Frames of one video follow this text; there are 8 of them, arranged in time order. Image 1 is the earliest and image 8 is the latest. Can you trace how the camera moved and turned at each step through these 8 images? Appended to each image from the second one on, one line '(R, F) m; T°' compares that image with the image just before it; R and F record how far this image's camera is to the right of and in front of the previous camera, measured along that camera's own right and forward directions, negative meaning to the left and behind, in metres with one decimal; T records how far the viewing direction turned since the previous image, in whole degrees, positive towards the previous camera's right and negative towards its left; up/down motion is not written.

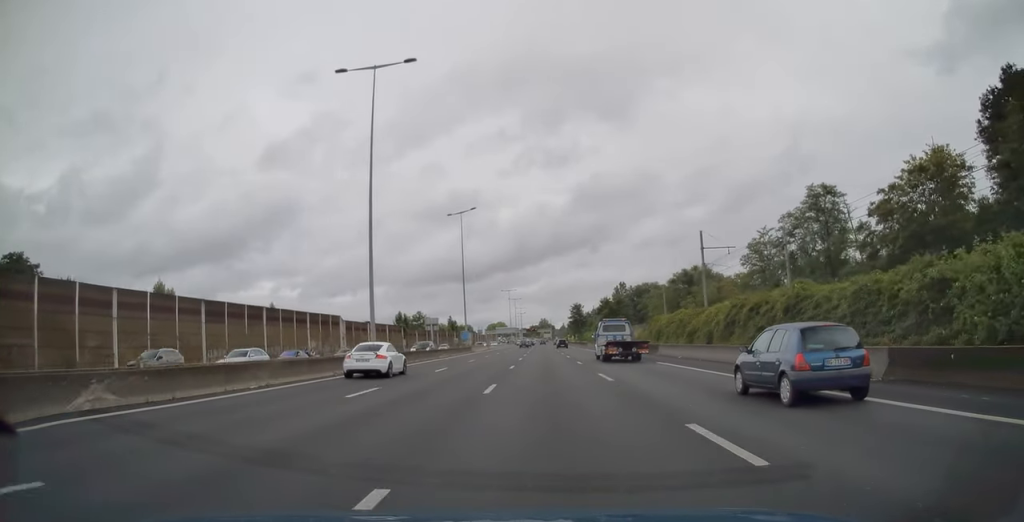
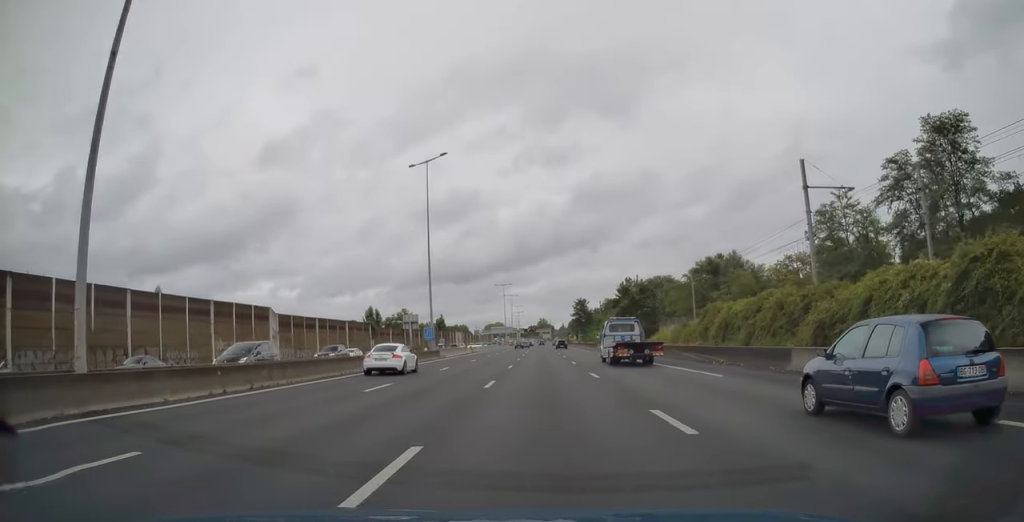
(0.0, +24.2) m; 0°
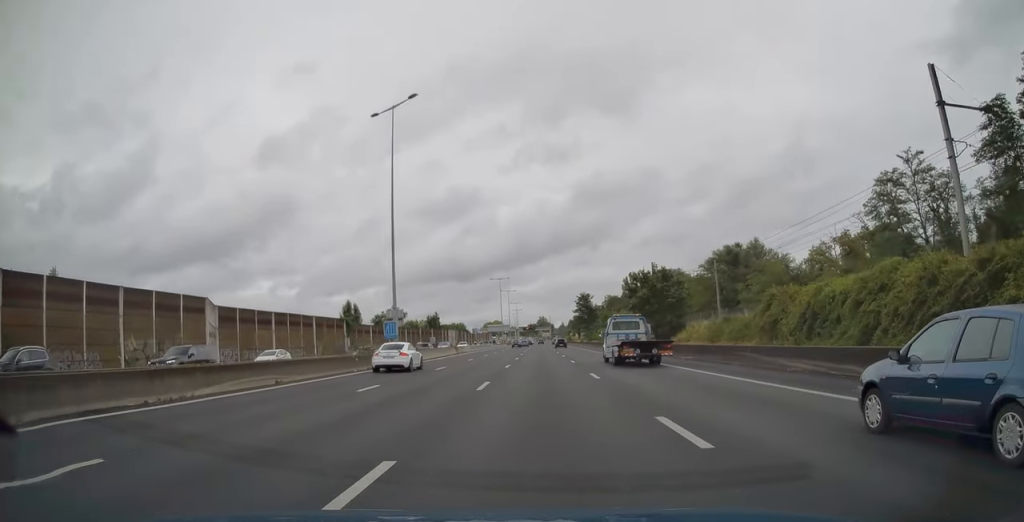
(+0.1, +13.9) m; 0°
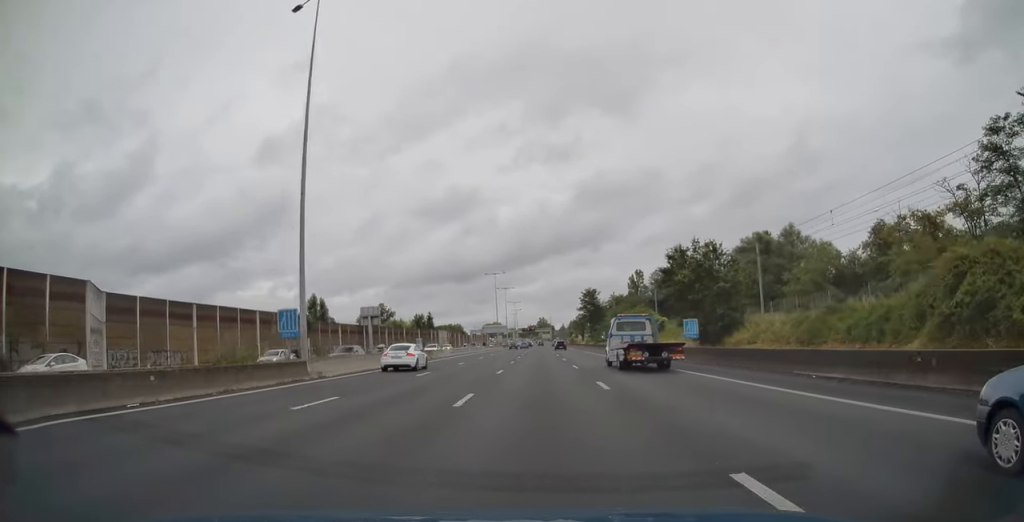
(+0.1, +17.0) m; 0°
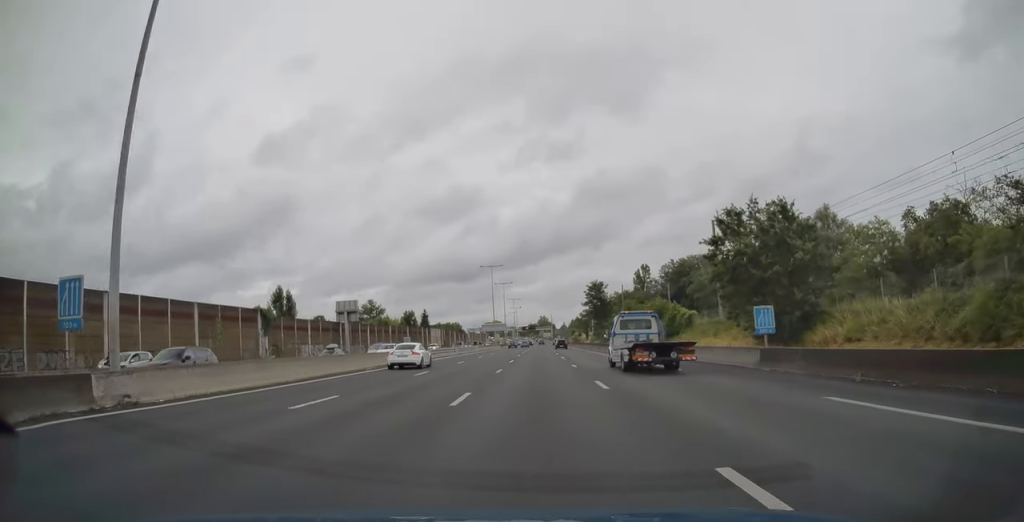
(-0.1, +12.9) m; 0°
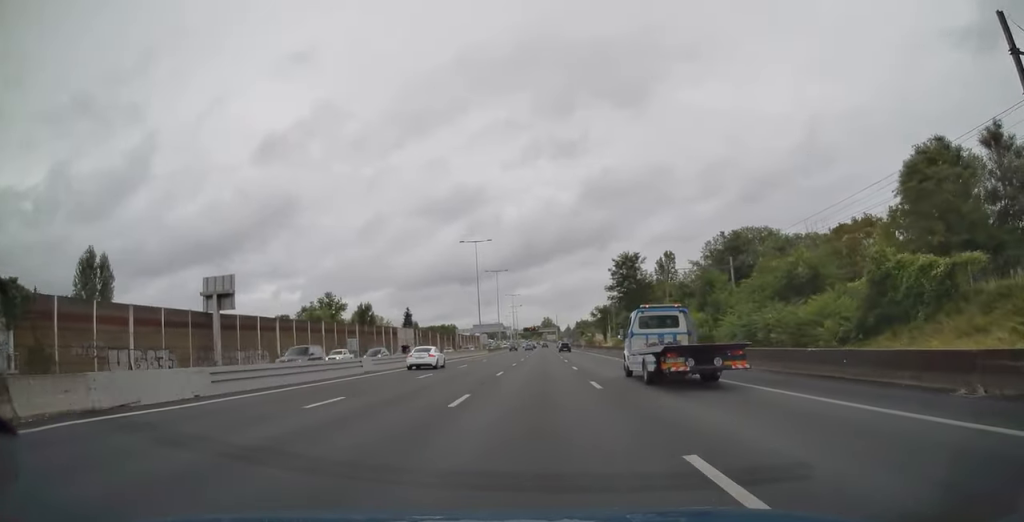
(-0.1, +38.2) m; 0°
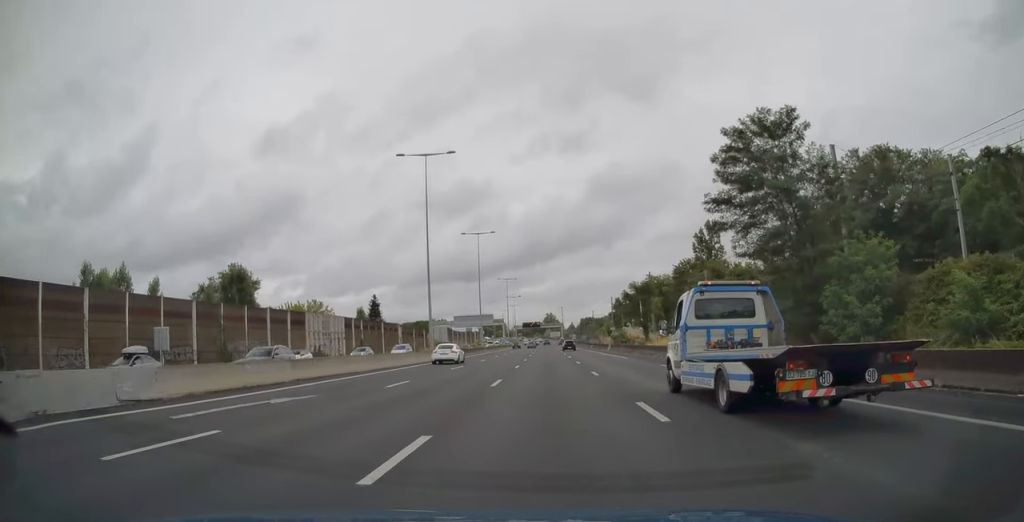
(+0.3, +45.8) m; 0°
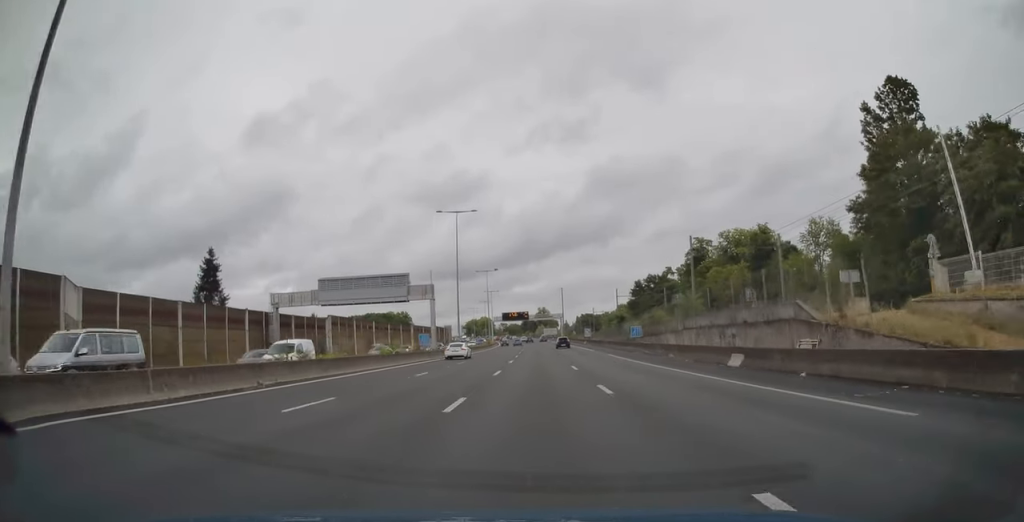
(-0.8, +85.0) m; 0°
